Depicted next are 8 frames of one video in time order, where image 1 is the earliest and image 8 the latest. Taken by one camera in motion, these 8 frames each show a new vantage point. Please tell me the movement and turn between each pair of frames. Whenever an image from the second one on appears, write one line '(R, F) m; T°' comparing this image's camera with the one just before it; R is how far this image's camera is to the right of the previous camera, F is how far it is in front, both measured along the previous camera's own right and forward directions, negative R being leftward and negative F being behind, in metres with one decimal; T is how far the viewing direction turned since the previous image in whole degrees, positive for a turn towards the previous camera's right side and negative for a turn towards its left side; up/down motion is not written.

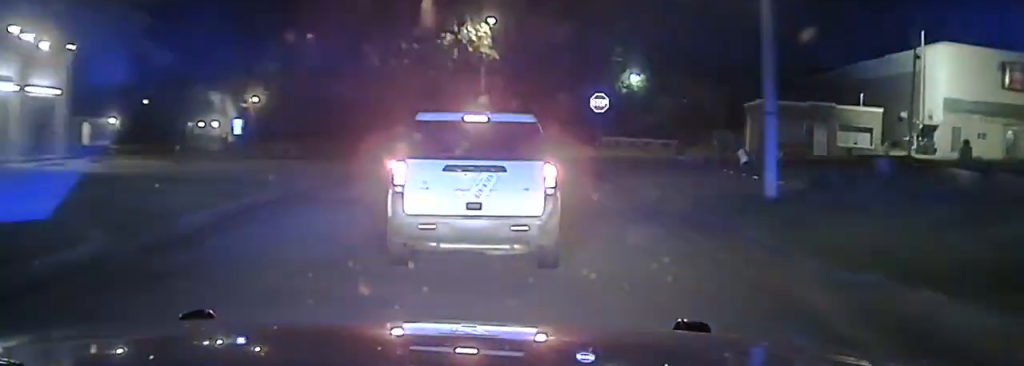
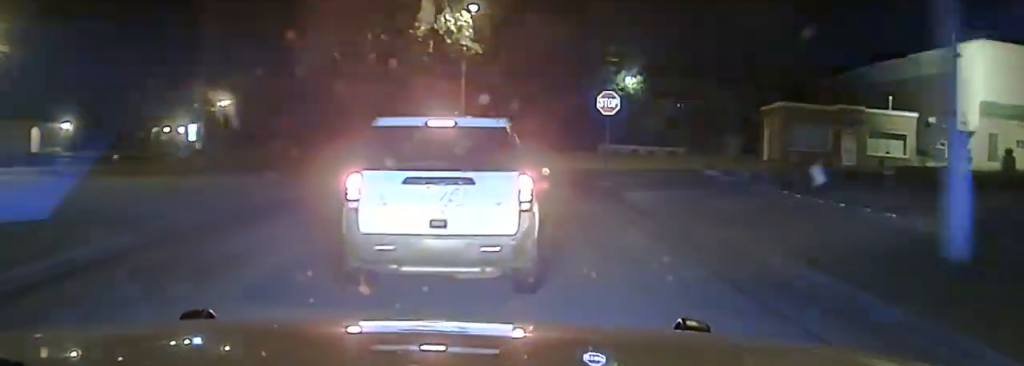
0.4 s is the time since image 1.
(+0.2, +7.2) m; +1°
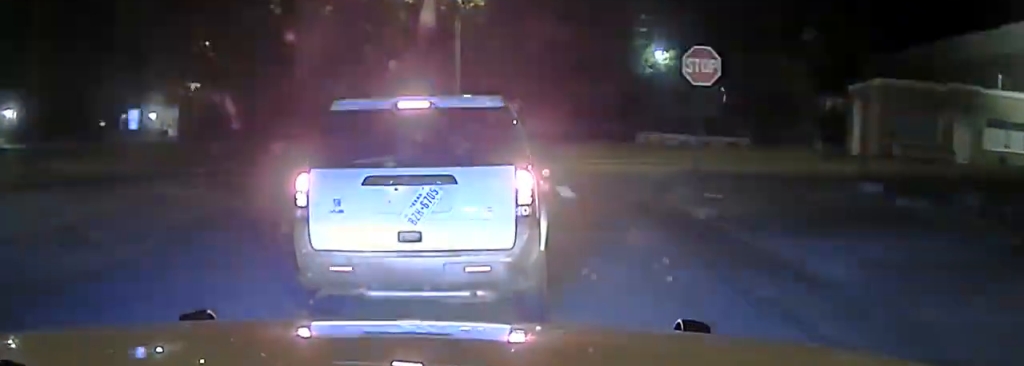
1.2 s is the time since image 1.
(+0.5, +12.5) m; +4°
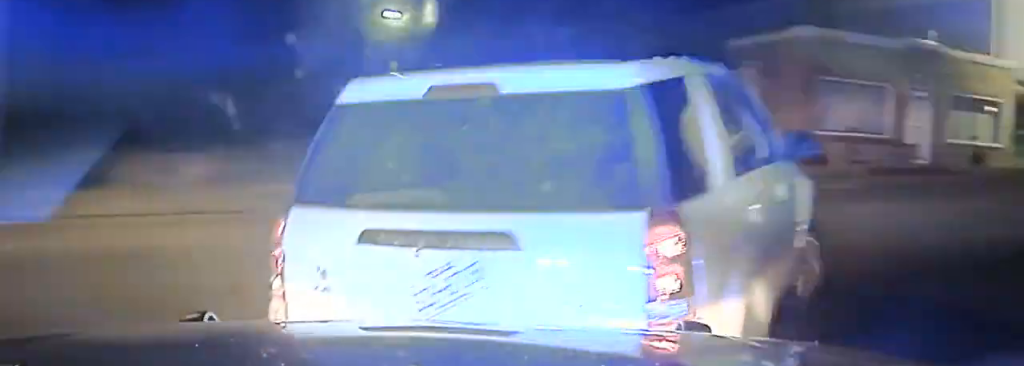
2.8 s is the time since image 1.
(+2.2, +16.3) m; +25°
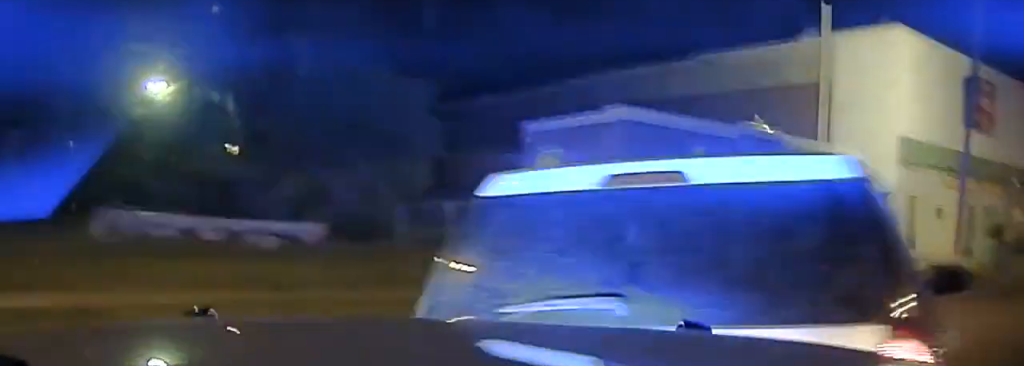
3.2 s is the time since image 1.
(0.0, +3.6) m; +12°
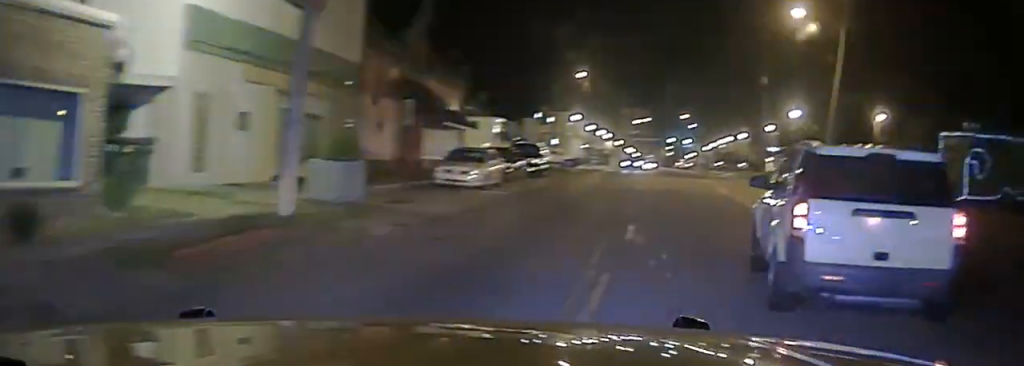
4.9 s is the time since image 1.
(+5.3, +9.4) m; +45°
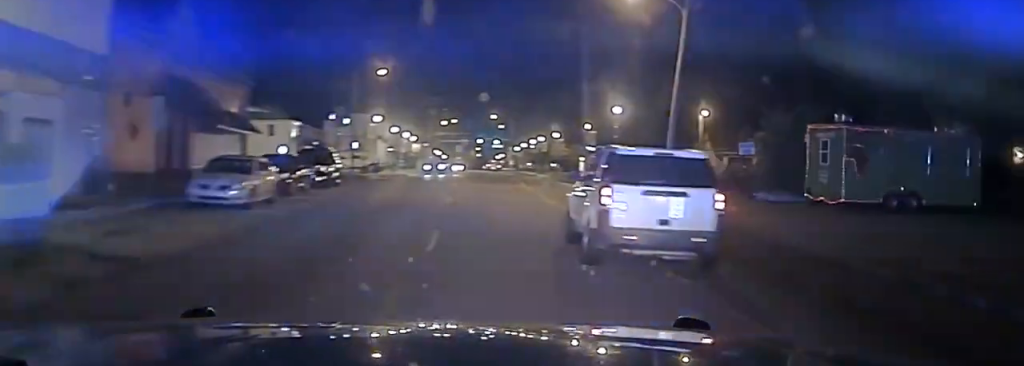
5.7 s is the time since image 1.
(+0.6, +7.1) m; +6°
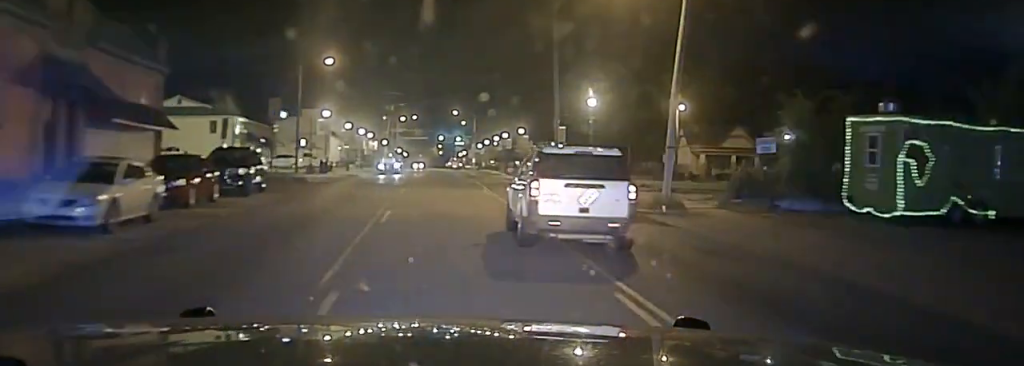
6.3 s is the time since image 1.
(+0.1, +7.5) m; +1°
